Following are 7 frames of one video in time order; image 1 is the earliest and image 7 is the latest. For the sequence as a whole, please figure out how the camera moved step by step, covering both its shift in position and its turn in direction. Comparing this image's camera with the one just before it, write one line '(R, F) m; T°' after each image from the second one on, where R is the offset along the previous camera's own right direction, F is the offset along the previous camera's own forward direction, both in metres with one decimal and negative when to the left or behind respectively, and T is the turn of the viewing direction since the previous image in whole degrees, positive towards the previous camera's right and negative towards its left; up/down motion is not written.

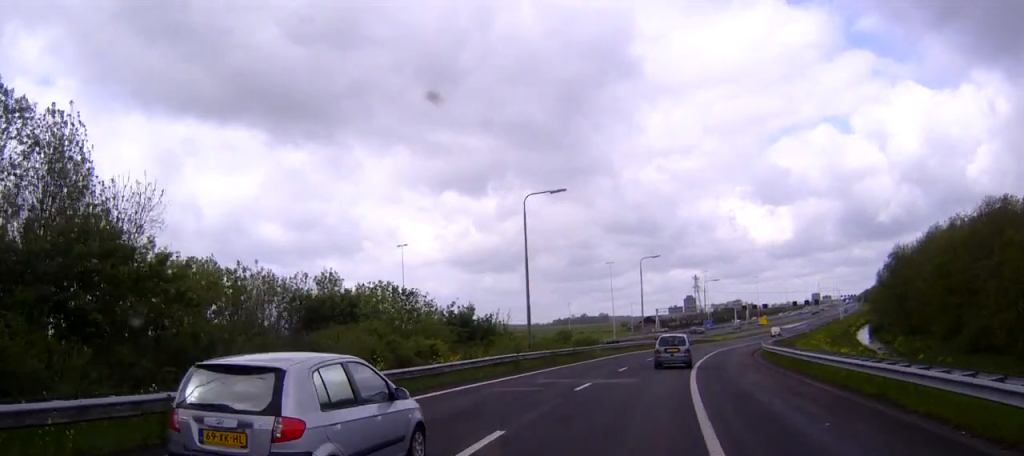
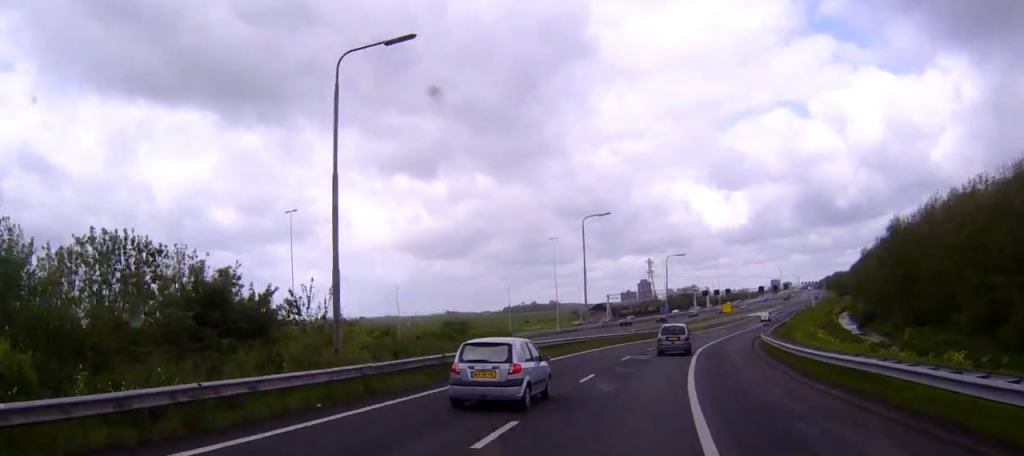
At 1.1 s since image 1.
(+0.7, +22.2) m; +4°
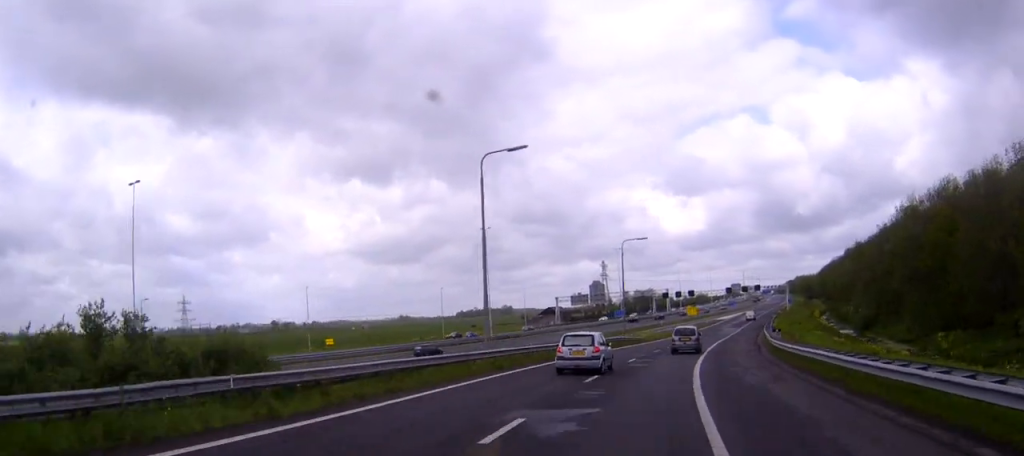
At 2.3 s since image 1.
(+0.6, +23.6) m; +4°
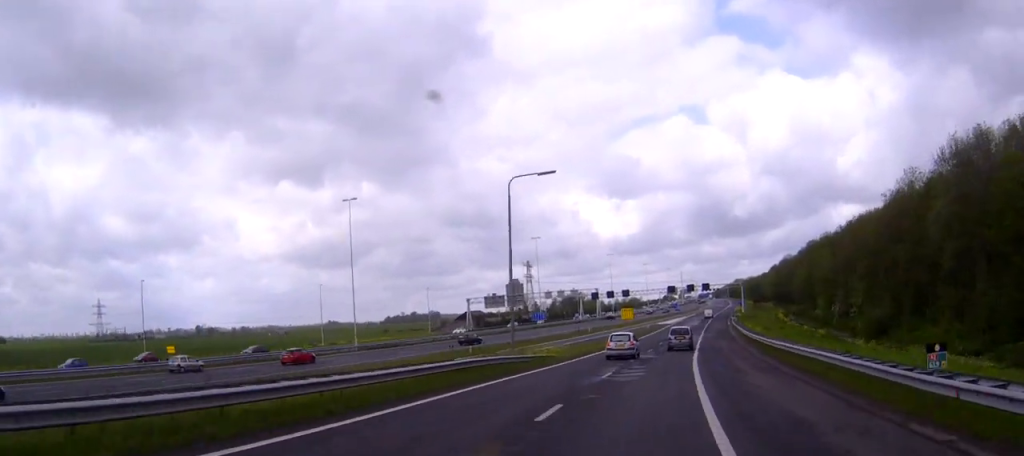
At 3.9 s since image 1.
(+1.8, +32.0) m; +6°
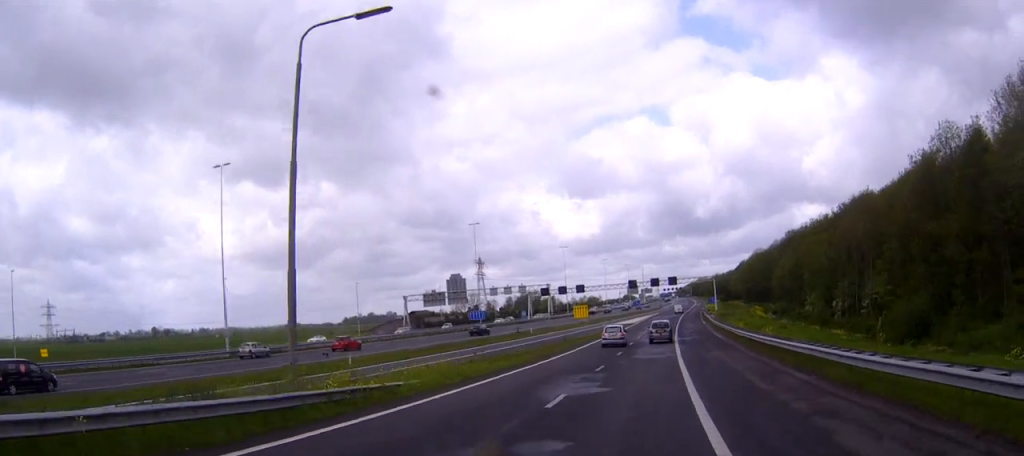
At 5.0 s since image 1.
(+0.6, +21.7) m; +2°
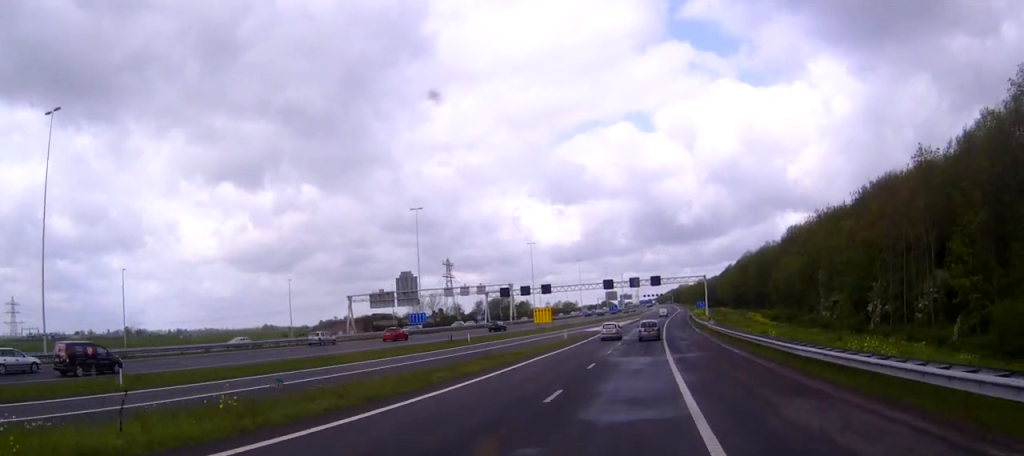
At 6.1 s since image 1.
(+0.3, +23.1) m; +1°
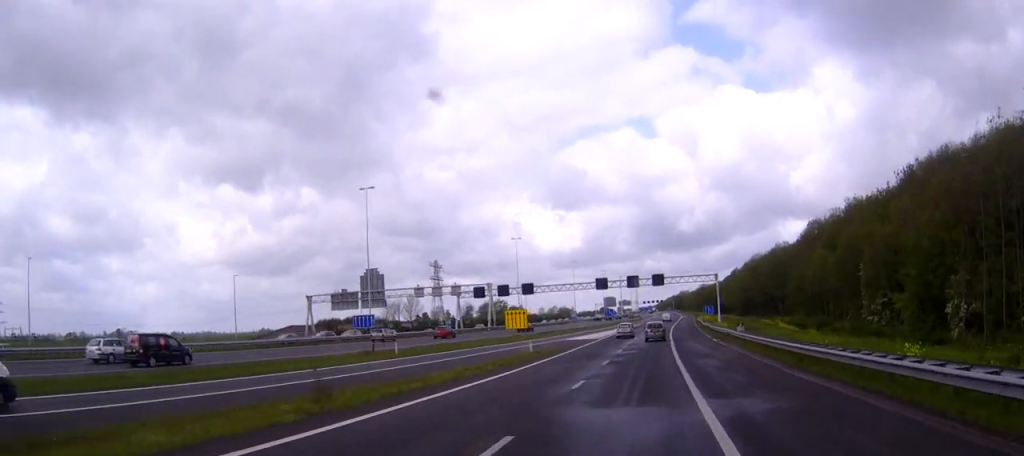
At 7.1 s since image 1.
(+0.1, +20.5) m; 0°
